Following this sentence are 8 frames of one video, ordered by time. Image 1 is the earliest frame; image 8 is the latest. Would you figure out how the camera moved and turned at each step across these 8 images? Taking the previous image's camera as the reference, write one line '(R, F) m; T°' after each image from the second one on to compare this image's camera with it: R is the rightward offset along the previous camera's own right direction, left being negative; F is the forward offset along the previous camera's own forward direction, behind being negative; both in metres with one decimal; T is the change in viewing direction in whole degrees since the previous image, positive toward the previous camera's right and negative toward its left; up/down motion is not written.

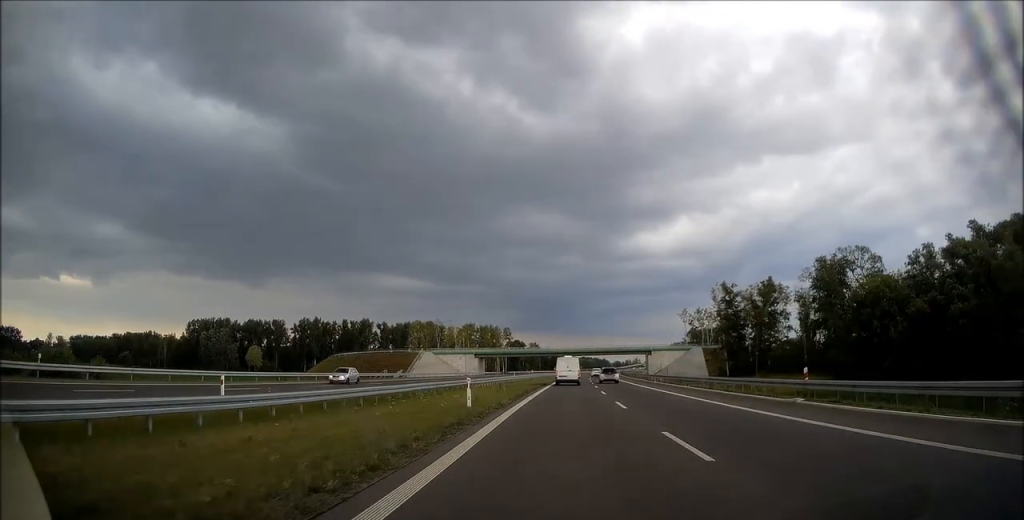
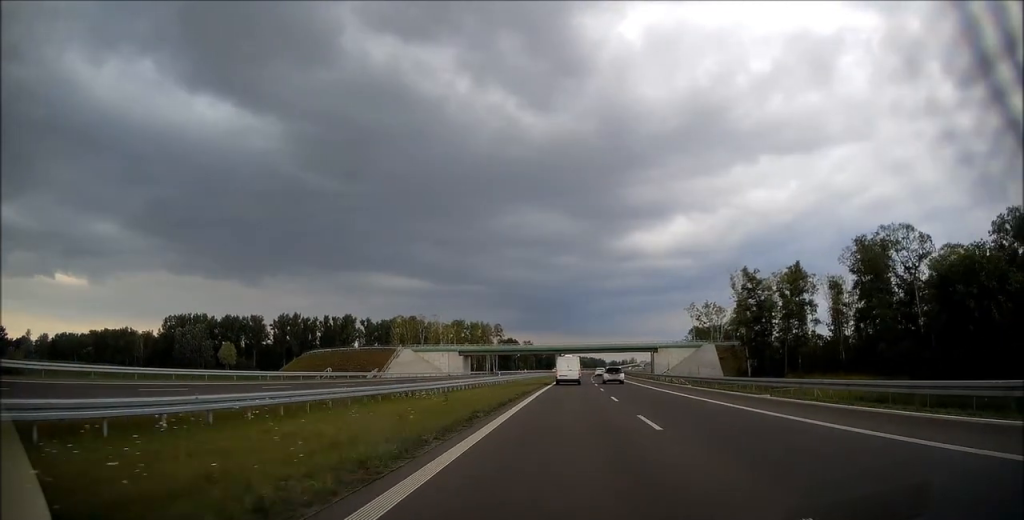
(0.0, +19.4) m; +1°
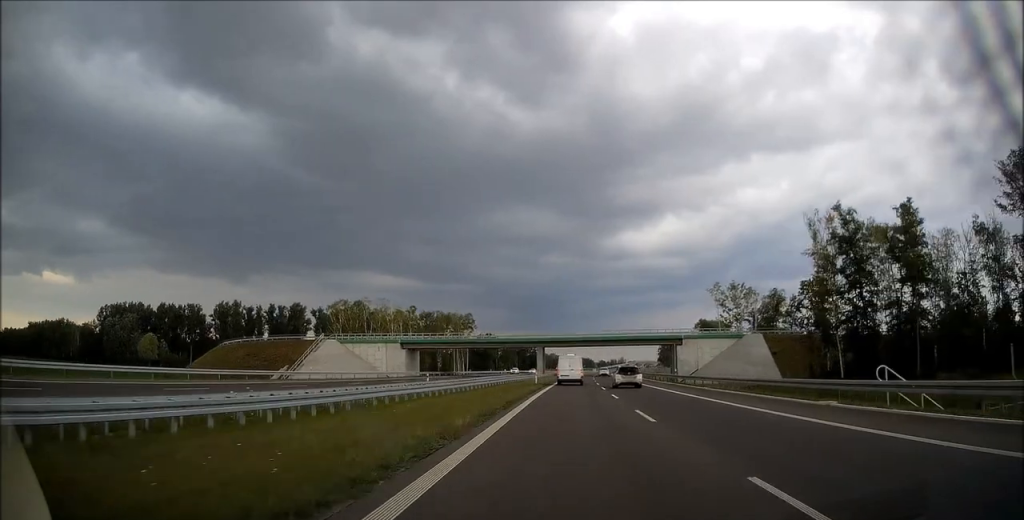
(+0.6, +45.6) m; +1°
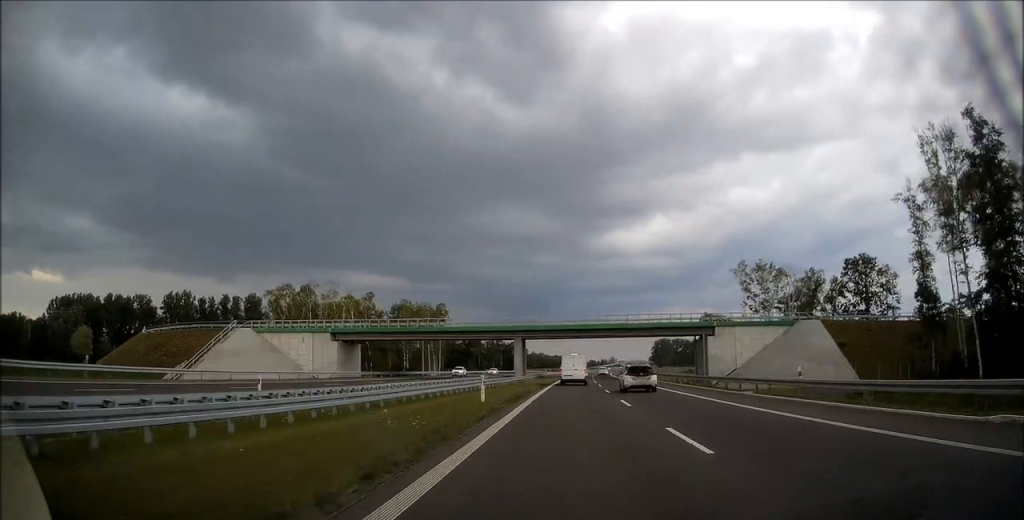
(-0.1, +29.8) m; +1°
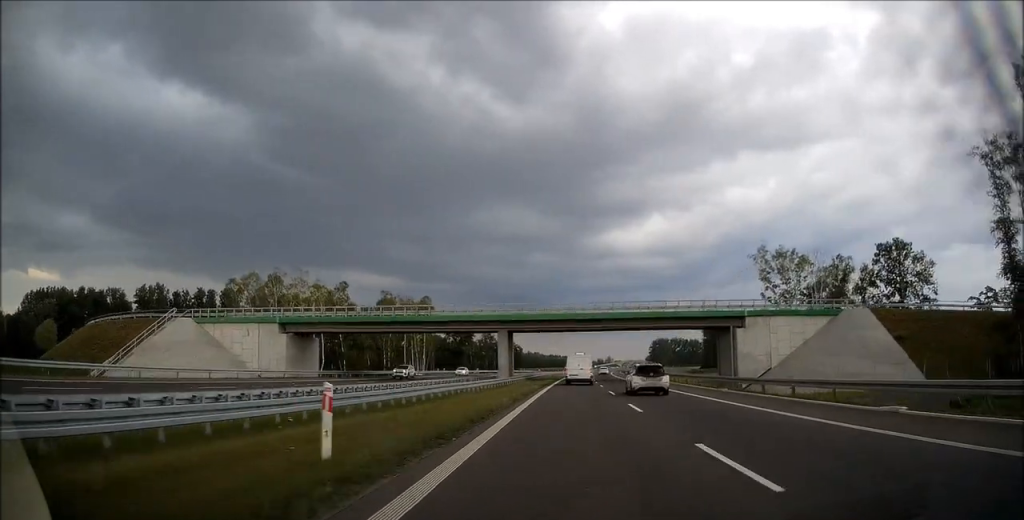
(+0.2, +14.8) m; +1°
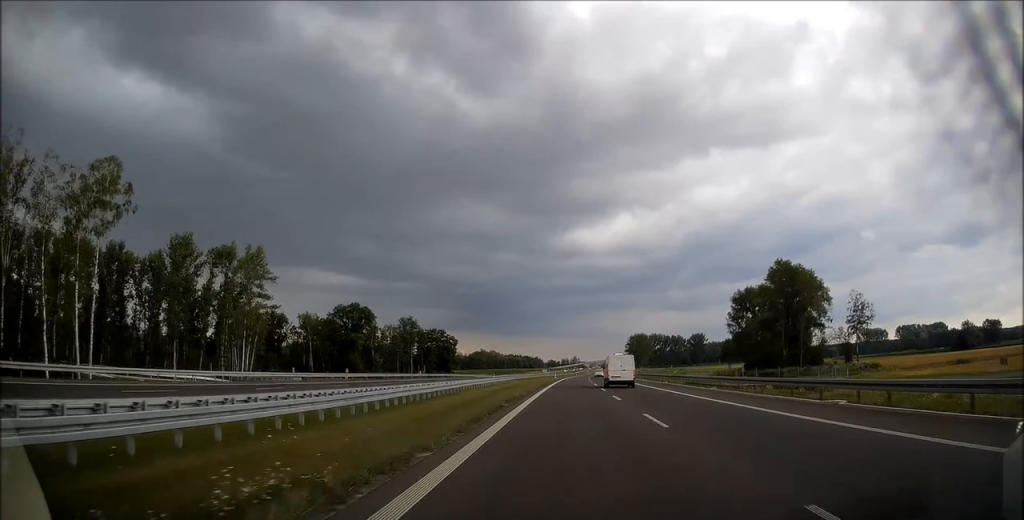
(+4.0, +112.6) m; +4°
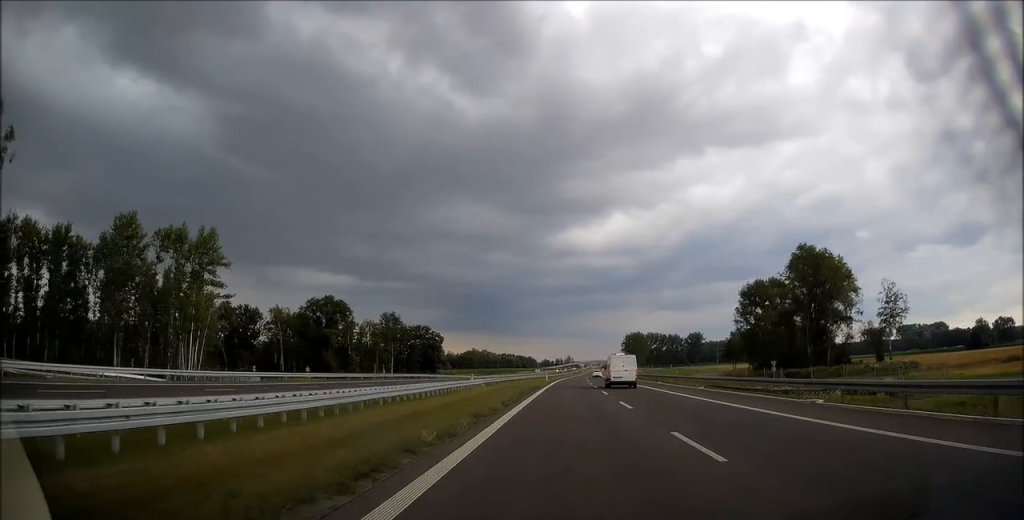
(+0.1, +17.1) m; +1°
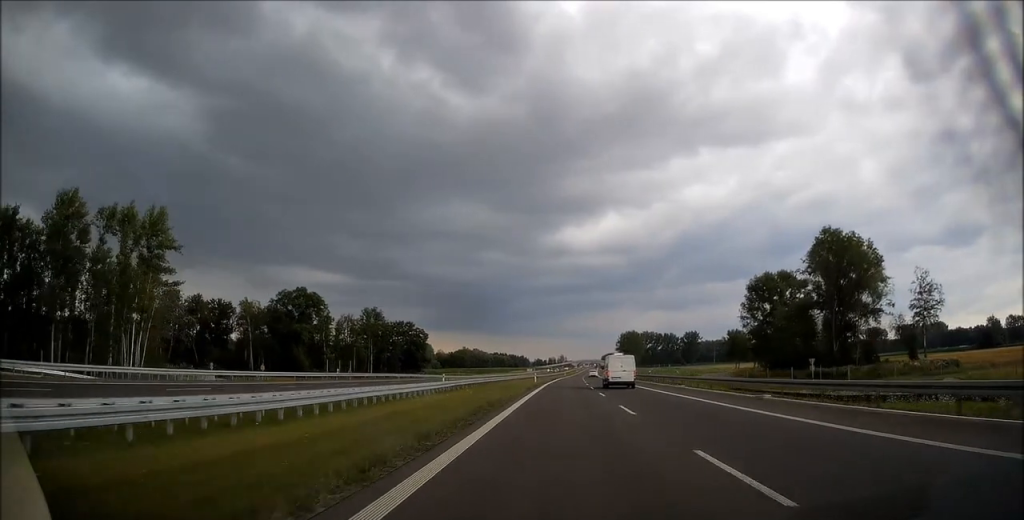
(0.0, +14.9) m; 0°
